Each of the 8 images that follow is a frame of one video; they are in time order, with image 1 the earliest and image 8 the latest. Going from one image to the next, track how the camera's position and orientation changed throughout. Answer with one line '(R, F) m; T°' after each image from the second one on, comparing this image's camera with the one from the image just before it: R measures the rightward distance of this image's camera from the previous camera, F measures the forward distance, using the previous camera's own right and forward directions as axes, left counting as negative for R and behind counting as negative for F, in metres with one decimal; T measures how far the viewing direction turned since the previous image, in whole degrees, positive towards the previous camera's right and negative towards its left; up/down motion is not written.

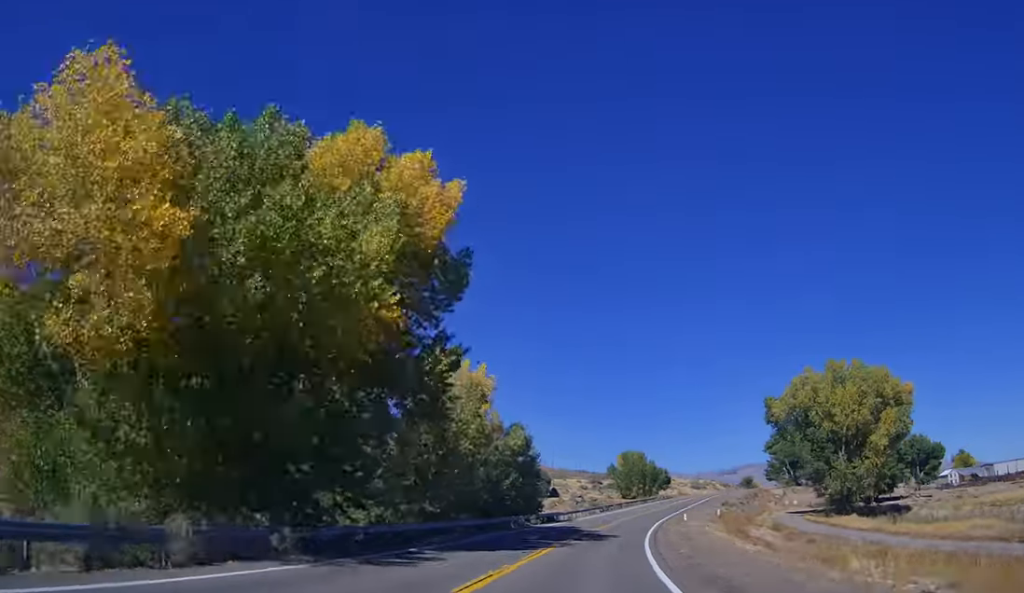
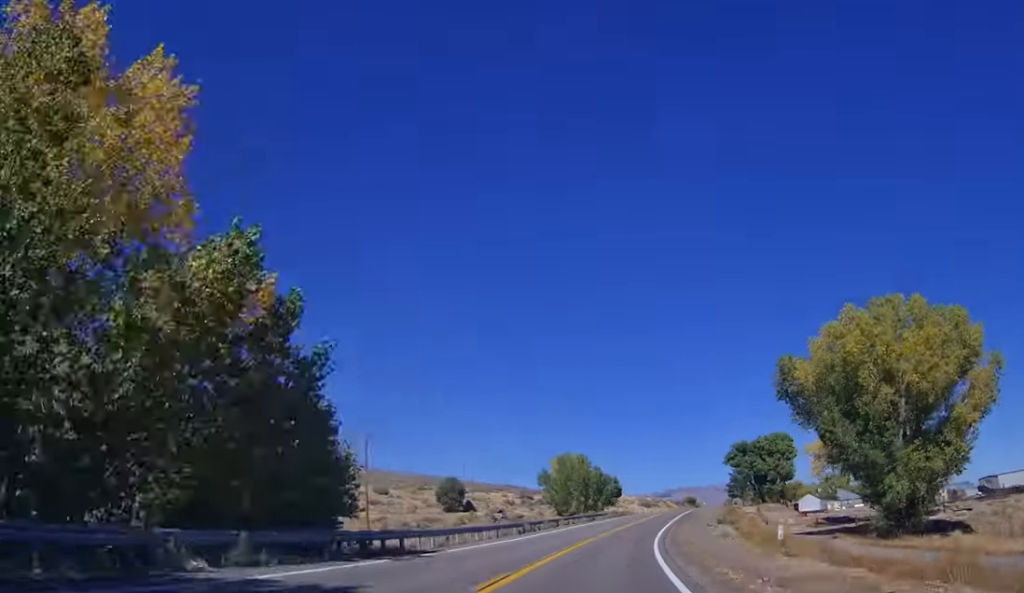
(+1.0, +36.5) m; +4°
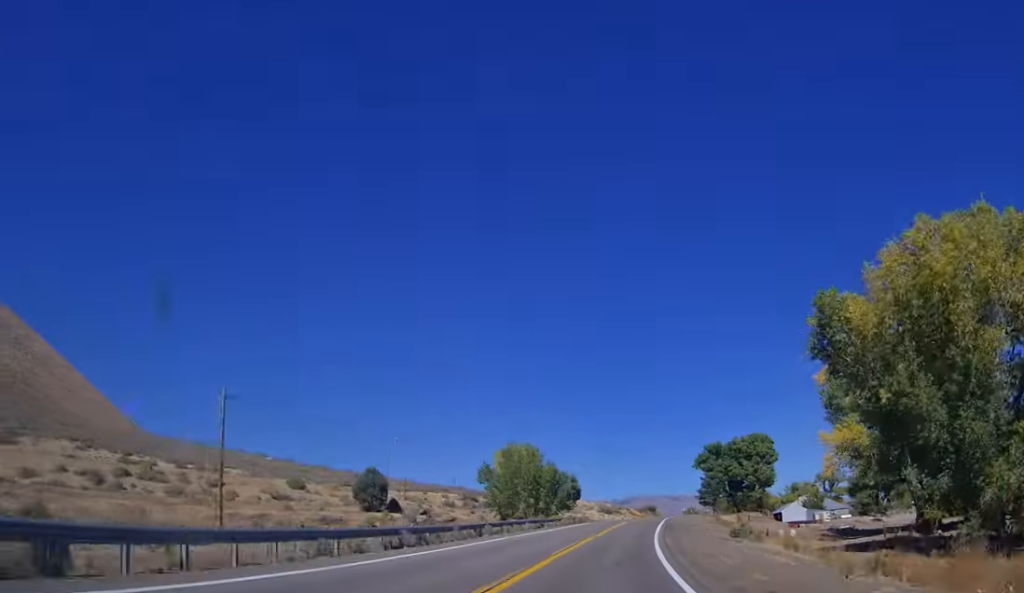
(-0.4, +22.2) m; +3°
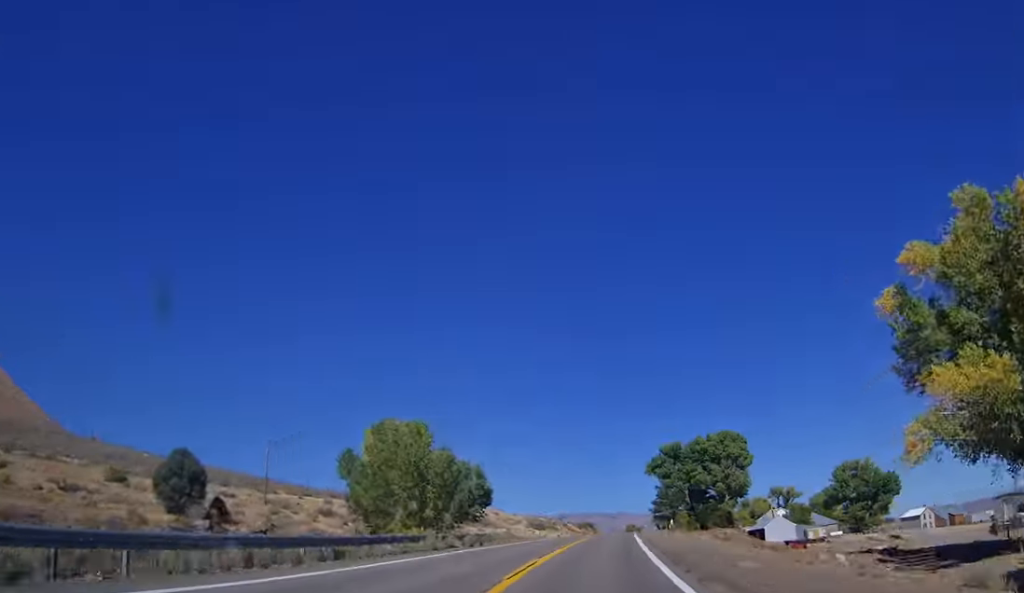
(+2.8, +34.6) m; +4°
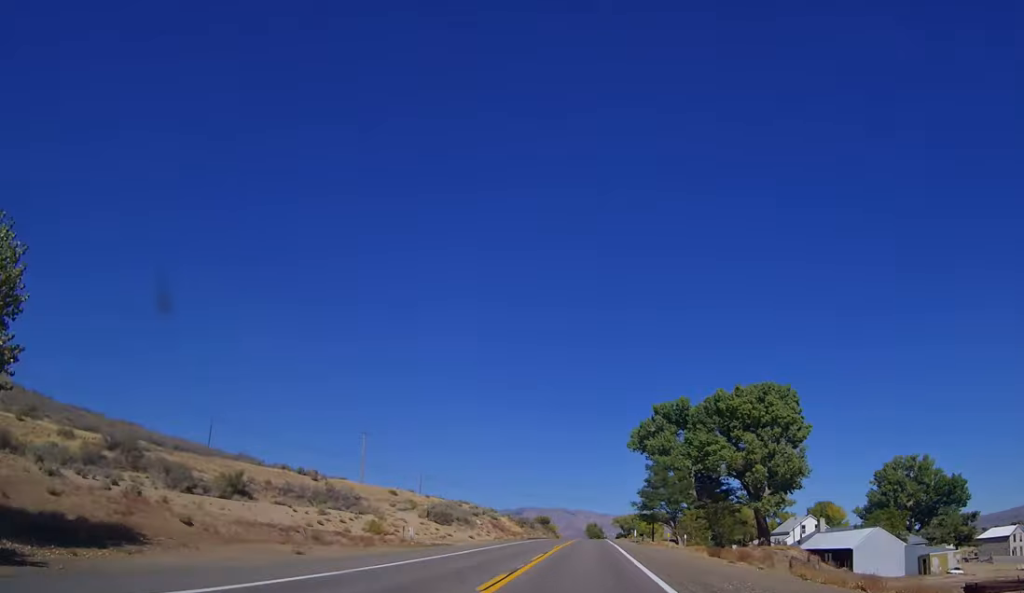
(+1.3, +56.4) m; +4°
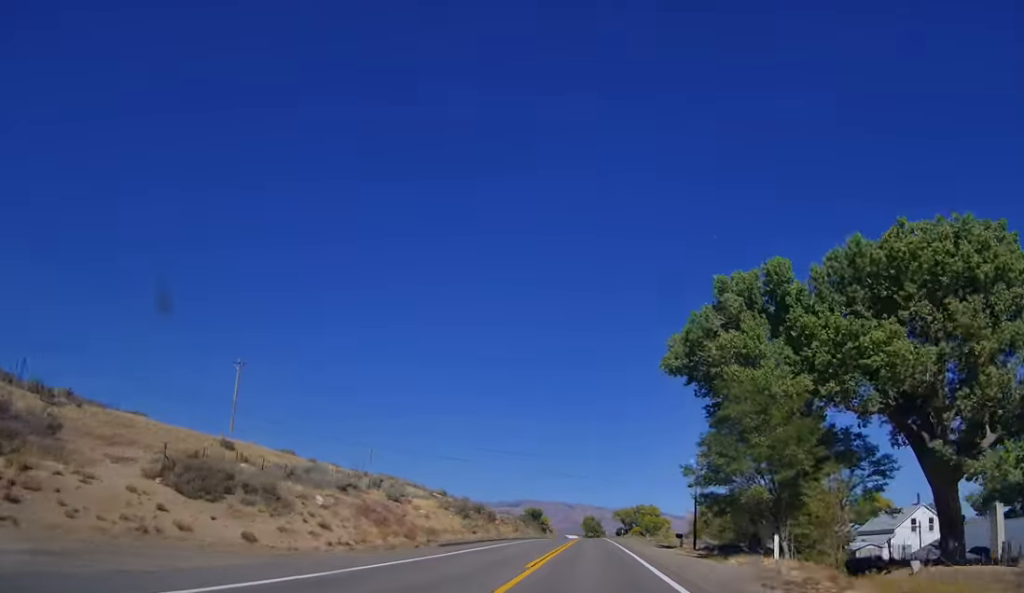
(+2.5, +47.9) m; +4°
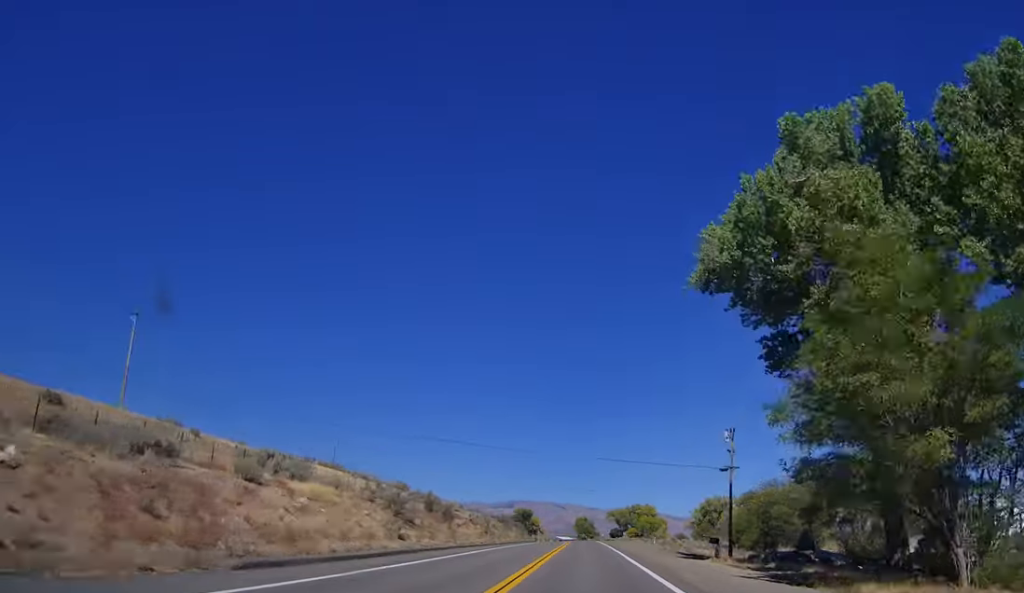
(+0.3, +20.0) m; +1°
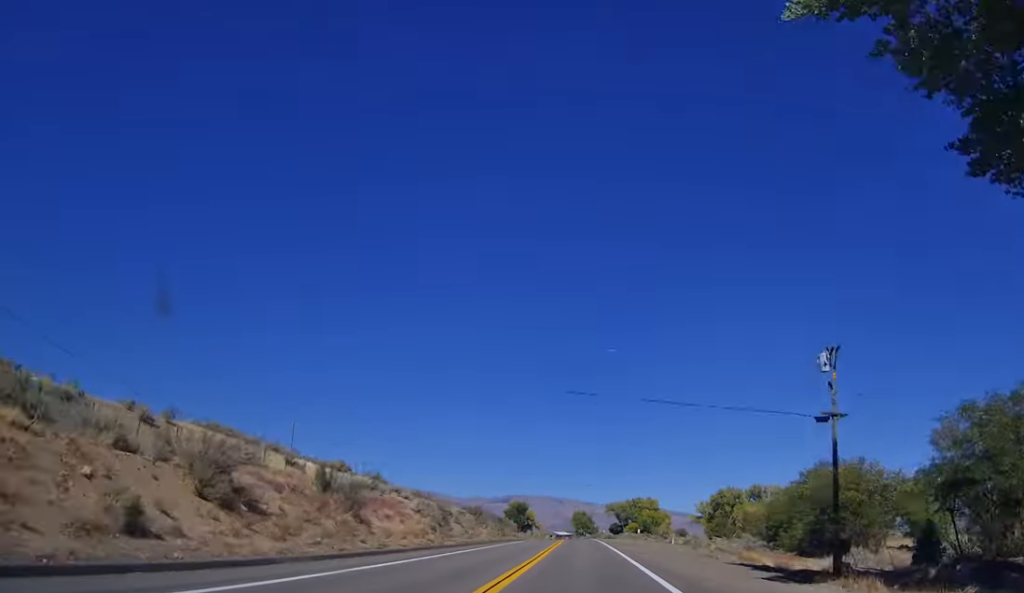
(+0.1, +21.5) m; +1°
